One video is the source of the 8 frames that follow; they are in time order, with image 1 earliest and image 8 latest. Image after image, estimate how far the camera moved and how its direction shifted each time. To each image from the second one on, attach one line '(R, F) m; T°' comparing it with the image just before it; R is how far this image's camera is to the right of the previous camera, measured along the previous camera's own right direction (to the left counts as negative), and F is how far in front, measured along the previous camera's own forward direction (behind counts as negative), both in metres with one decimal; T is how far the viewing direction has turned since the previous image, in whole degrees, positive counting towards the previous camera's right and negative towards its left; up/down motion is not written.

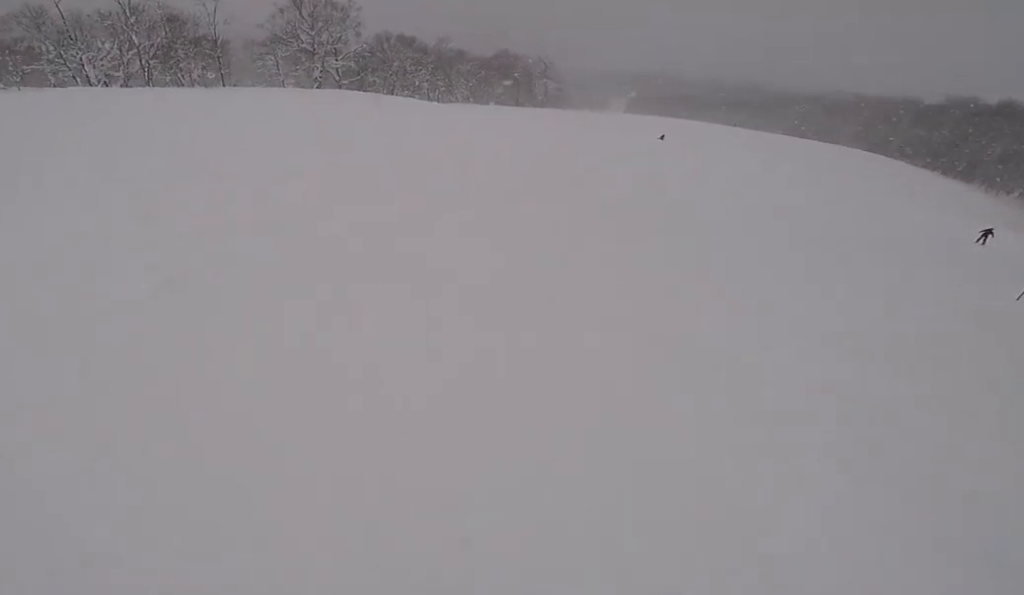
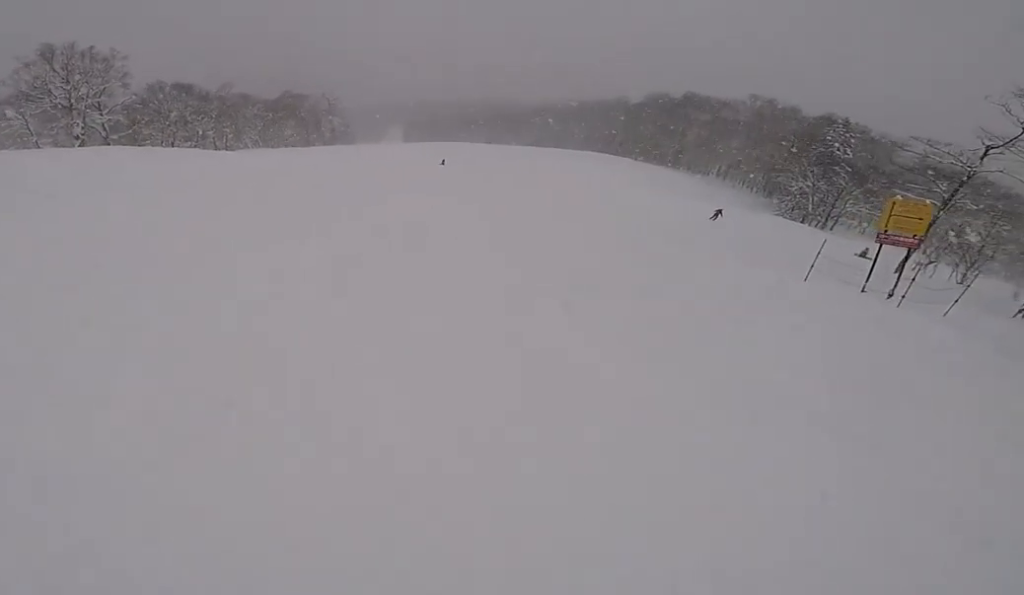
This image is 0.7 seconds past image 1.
(-0.5, +2.4) m; +10°
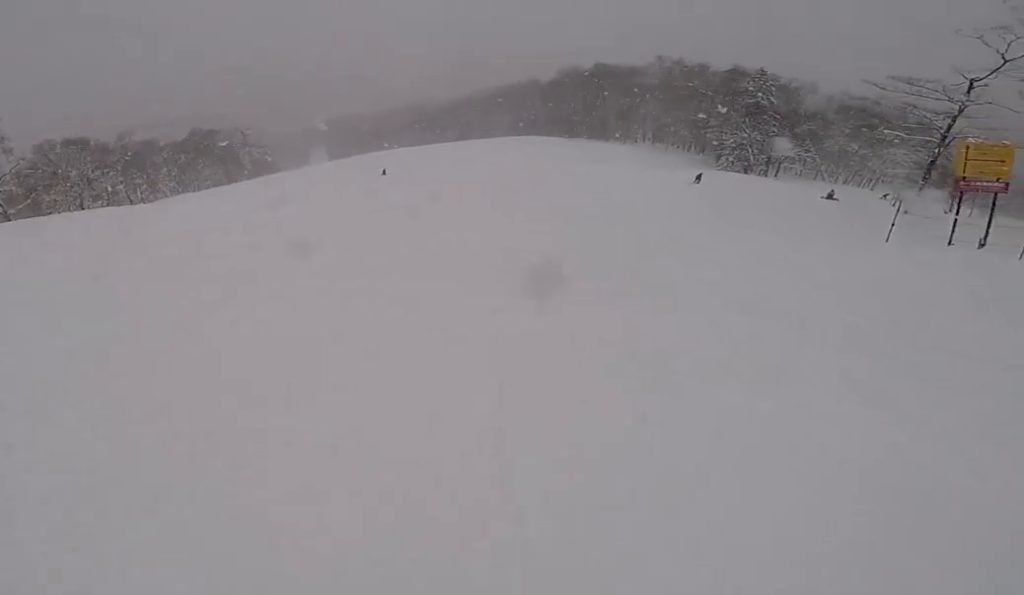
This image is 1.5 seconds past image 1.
(+1.3, +4.3) m; +18°
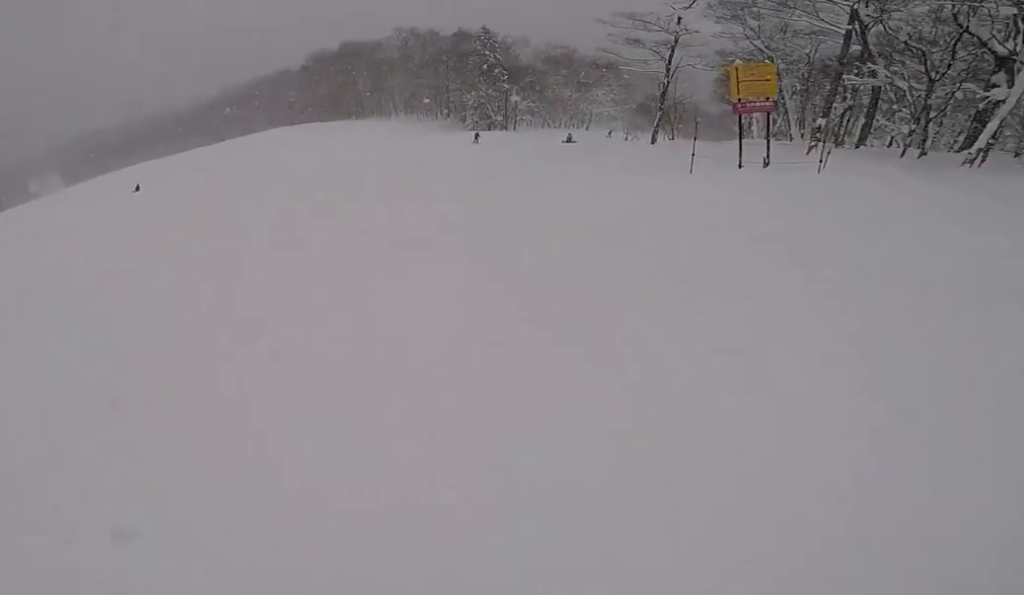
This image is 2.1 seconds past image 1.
(+0.2, +3.5) m; +10°
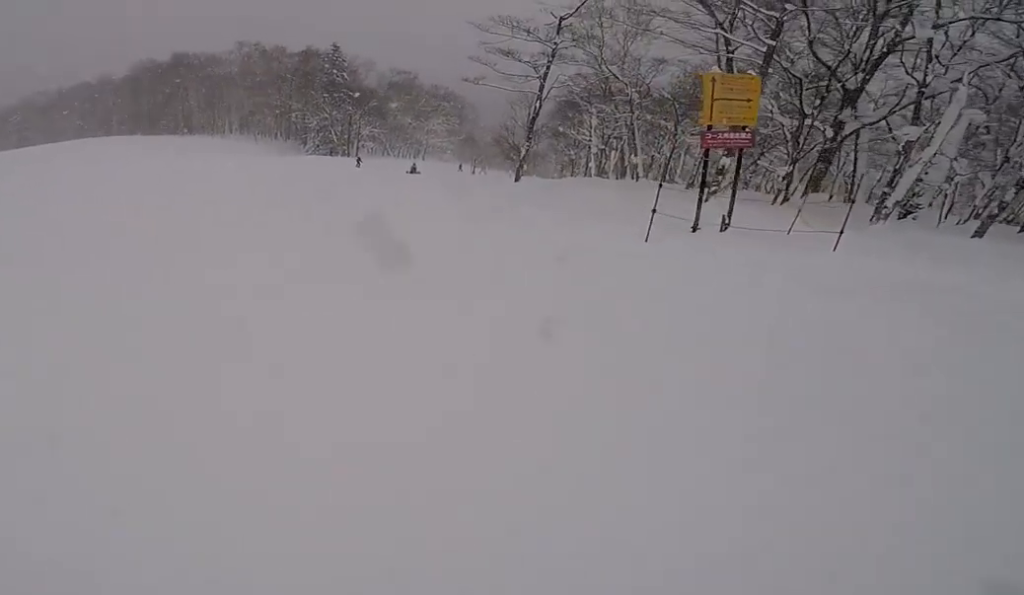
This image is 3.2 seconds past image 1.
(+1.1, +6.6) m; +7°
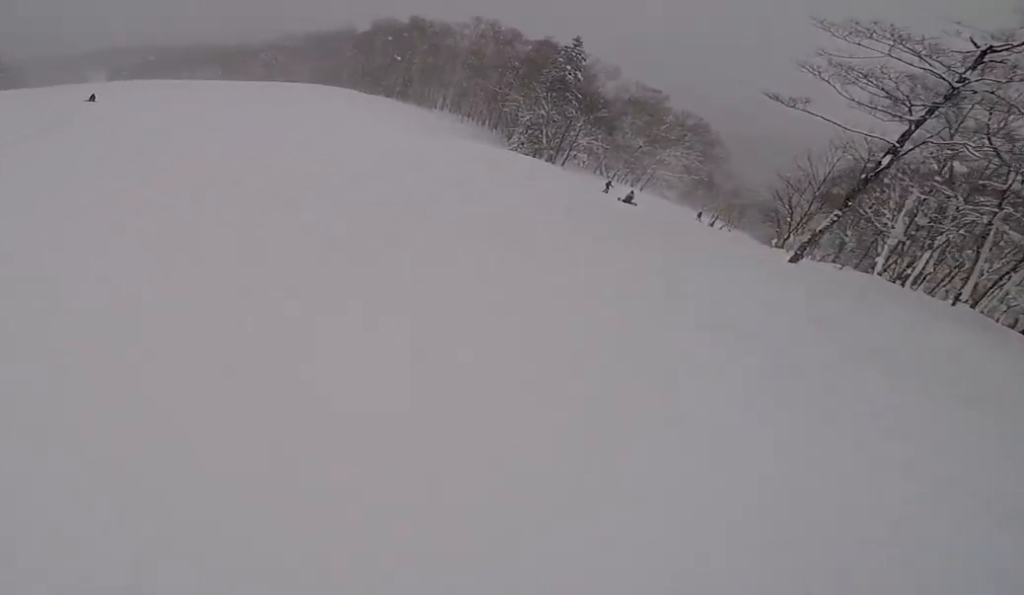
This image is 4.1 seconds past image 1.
(-0.2, +6.1) m; -10°
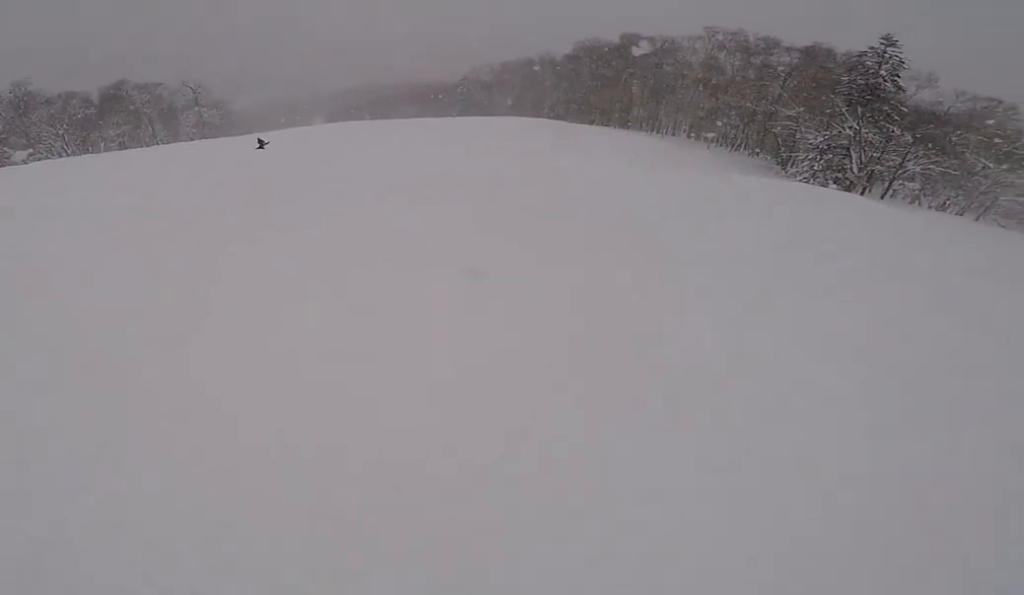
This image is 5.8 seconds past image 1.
(-2.4, +12.9) m; -4°
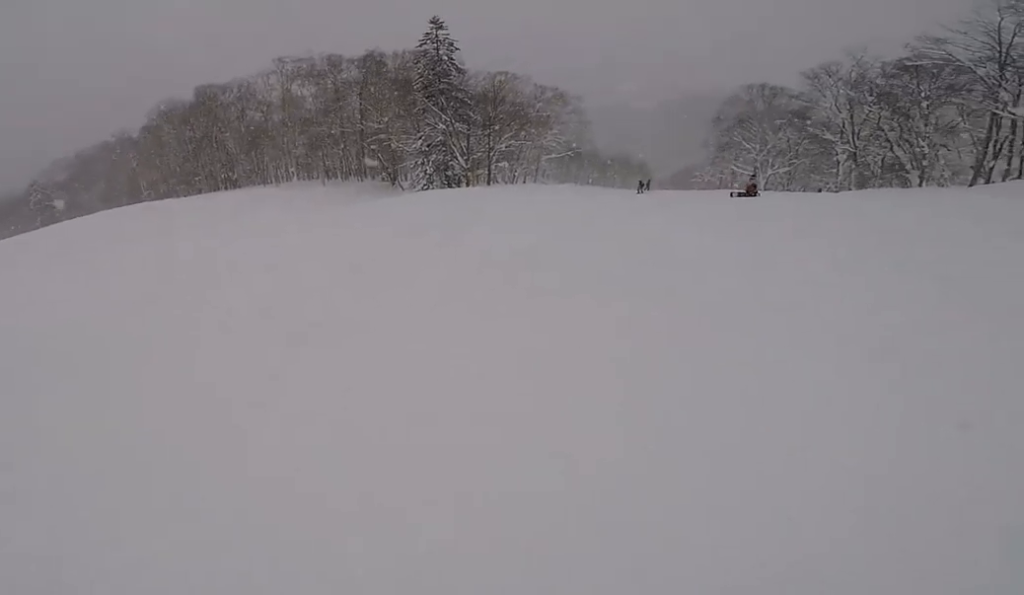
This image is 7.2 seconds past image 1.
(+2.5, +9.8) m; +31°
